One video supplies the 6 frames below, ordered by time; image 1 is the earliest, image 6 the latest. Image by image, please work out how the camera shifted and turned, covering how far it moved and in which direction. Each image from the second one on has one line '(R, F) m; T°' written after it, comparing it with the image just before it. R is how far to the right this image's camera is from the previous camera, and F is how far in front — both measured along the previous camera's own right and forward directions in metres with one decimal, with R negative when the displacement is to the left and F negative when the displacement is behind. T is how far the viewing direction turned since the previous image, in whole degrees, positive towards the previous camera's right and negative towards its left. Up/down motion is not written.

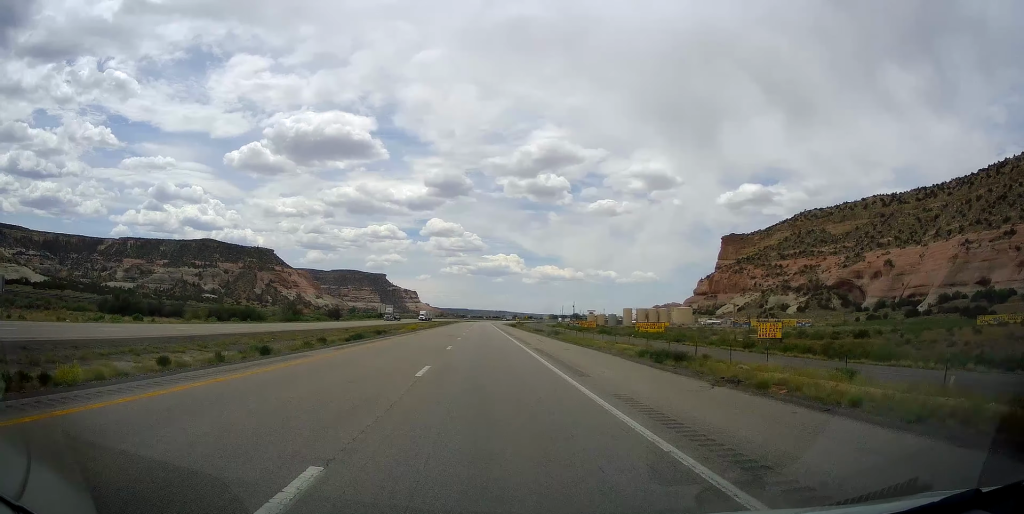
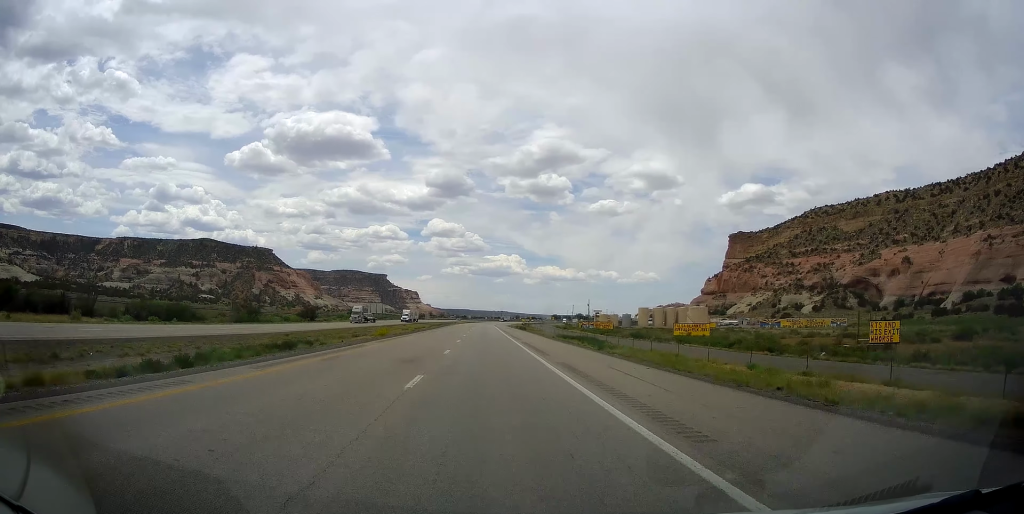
(-0.1, +27.0) m; -1°
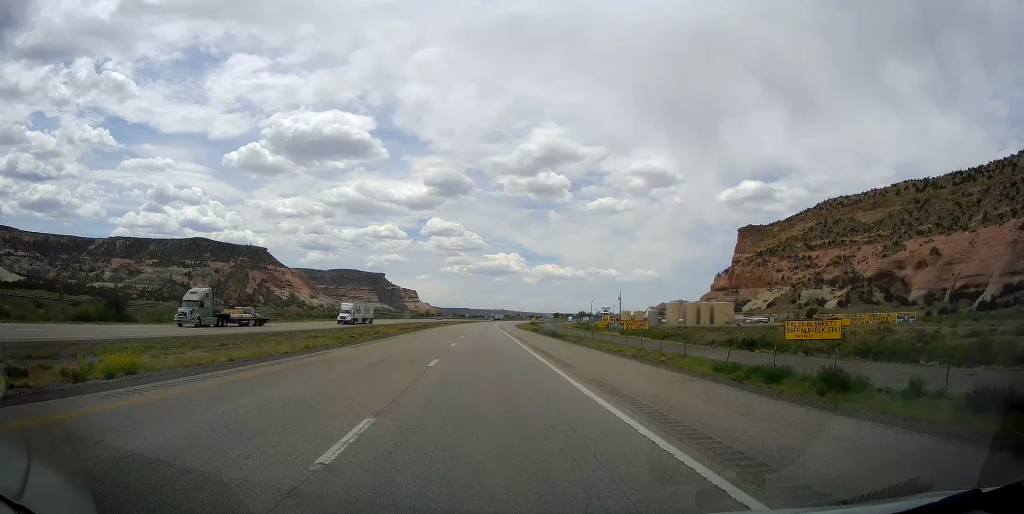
(-0.3, +43.4) m; +1°
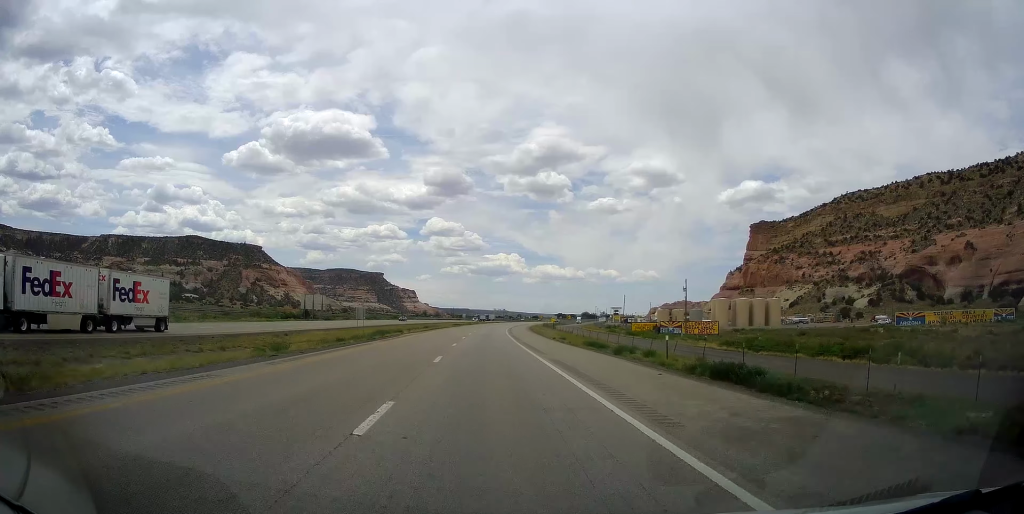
(+0.6, +47.1) m; 0°
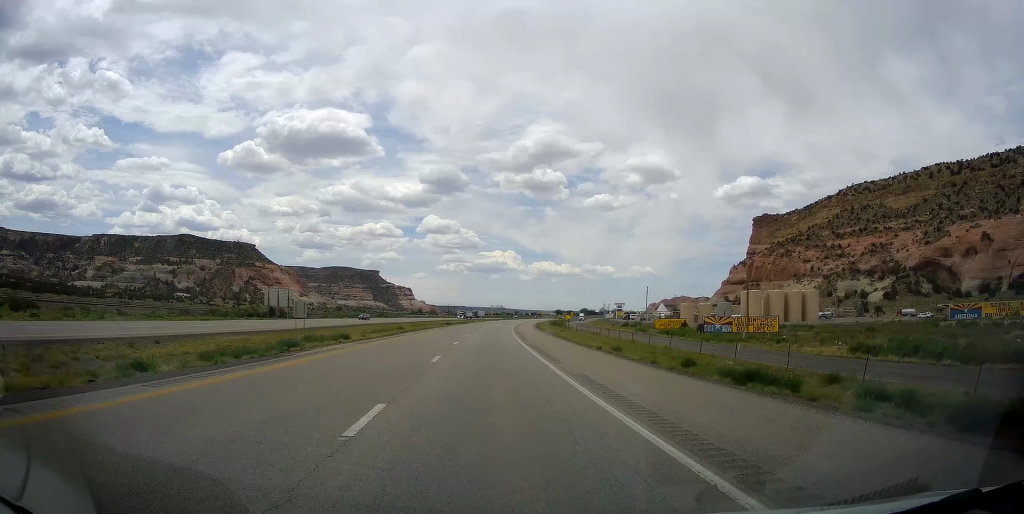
(-0.2, +24.9) m; 0°
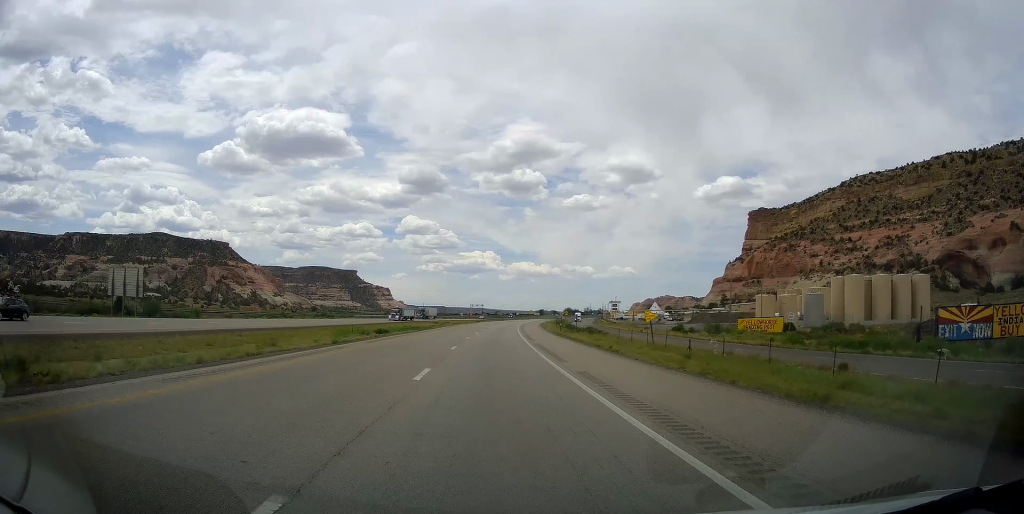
(+0.3, +54.7) m; +2°
